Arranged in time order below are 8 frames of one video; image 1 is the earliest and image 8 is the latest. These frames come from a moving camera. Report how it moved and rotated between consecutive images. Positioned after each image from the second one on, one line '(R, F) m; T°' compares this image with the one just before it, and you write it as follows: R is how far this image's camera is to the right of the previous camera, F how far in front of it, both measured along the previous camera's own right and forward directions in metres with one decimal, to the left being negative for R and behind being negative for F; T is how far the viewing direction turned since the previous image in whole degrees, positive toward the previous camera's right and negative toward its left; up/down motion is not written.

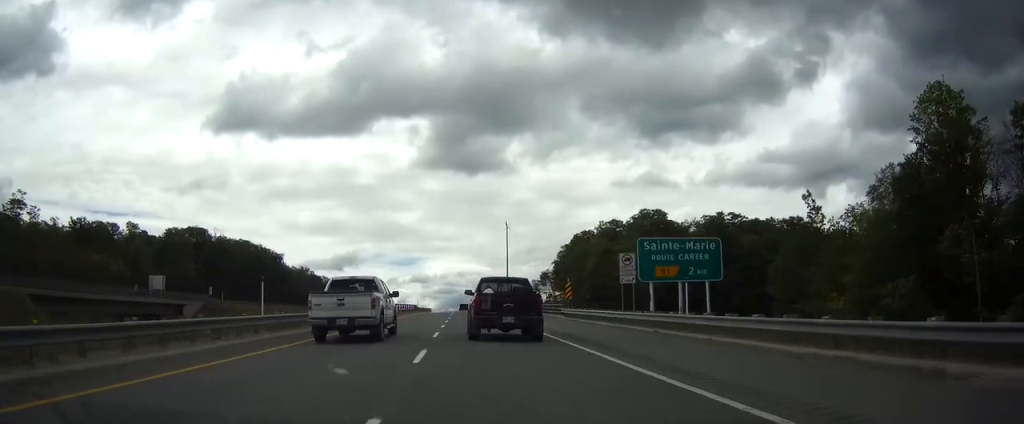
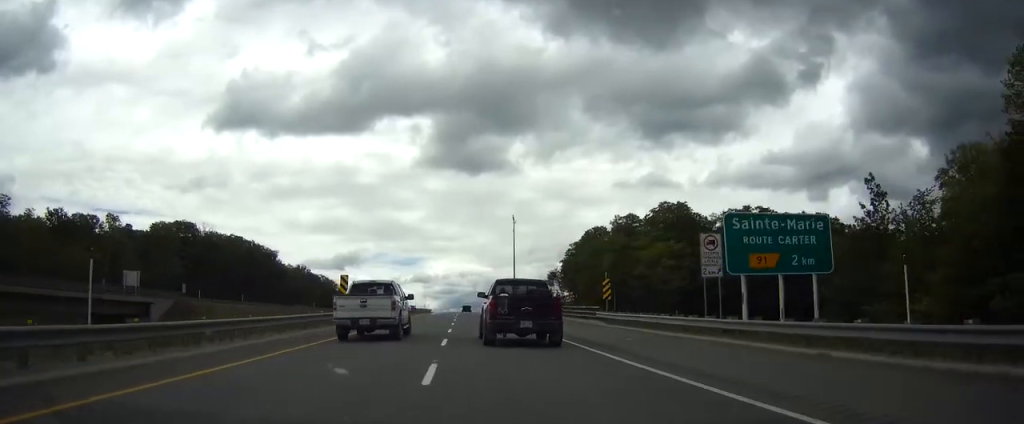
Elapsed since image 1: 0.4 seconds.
(-0.1, +11.8) m; 0°
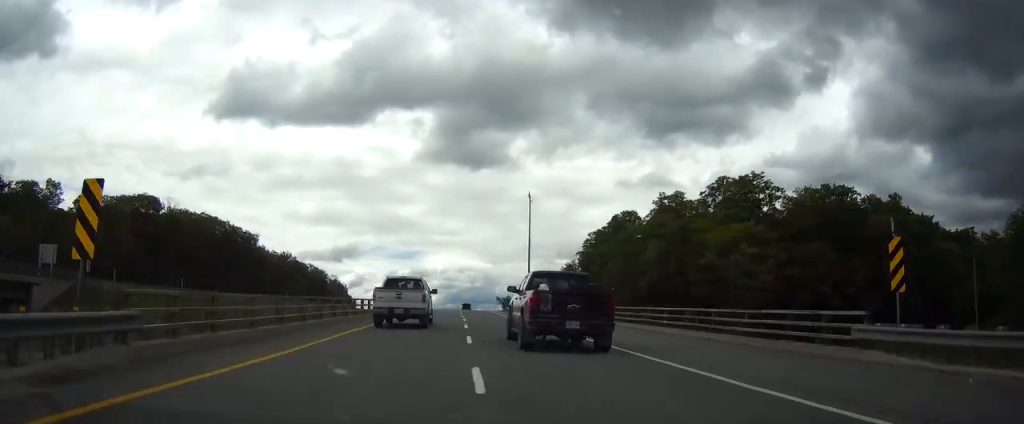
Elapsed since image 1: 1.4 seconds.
(0.0, +27.7) m; 0°
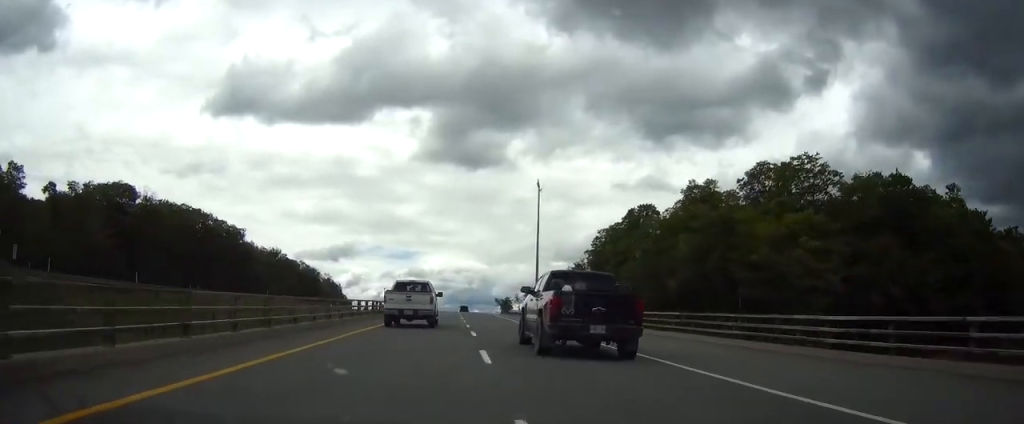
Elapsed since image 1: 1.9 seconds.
(0.0, +14.0) m; 0°
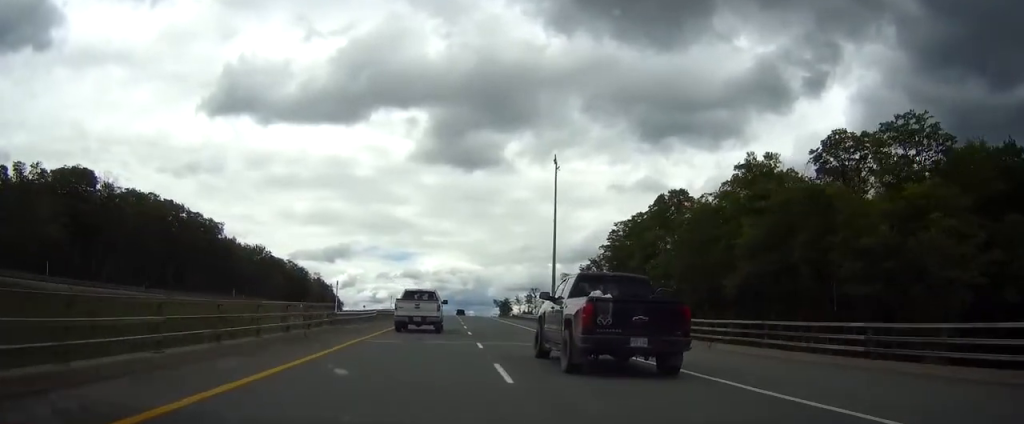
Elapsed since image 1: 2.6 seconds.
(0.0, +19.7) m; 0°
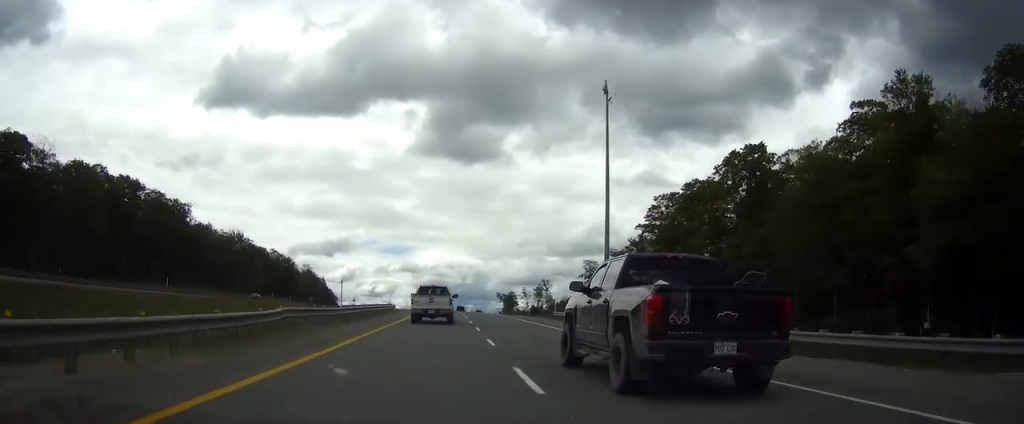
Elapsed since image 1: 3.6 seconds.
(+0.2, +28.5) m; 0°
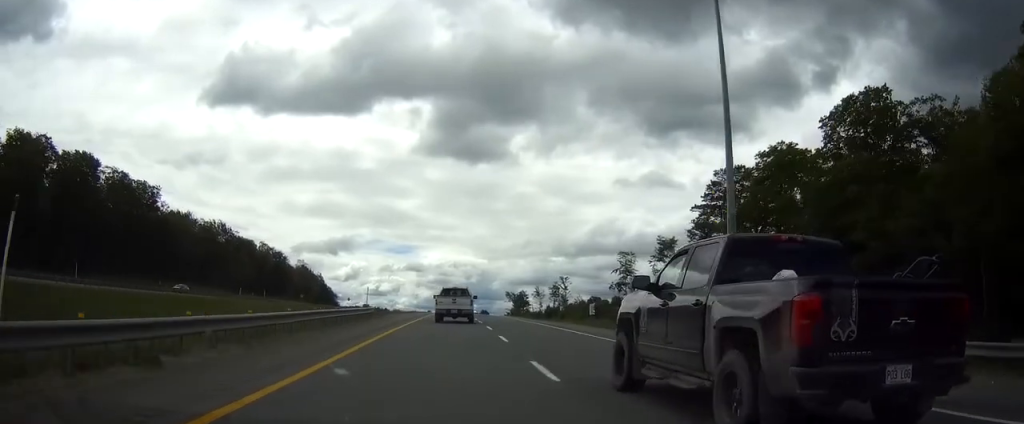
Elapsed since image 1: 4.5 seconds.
(-0.1, +25.0) m; 0°
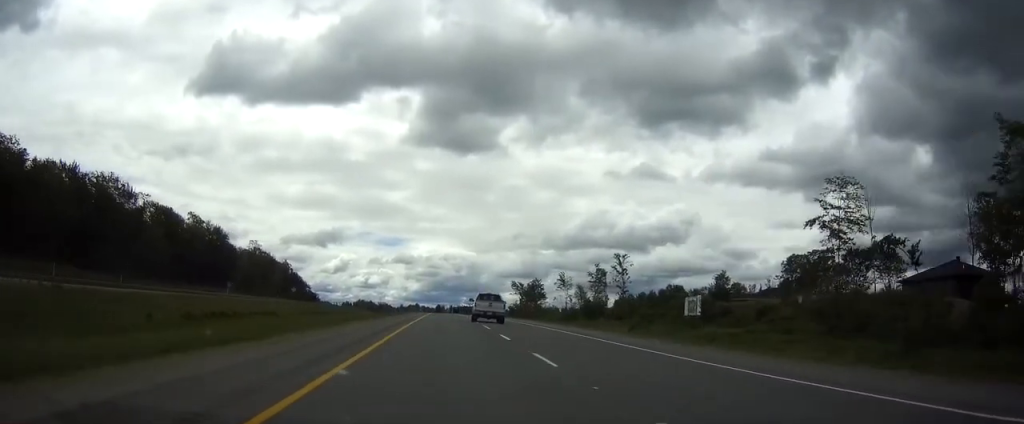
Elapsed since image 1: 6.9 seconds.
(+0.5, +69.4) m; +1°
